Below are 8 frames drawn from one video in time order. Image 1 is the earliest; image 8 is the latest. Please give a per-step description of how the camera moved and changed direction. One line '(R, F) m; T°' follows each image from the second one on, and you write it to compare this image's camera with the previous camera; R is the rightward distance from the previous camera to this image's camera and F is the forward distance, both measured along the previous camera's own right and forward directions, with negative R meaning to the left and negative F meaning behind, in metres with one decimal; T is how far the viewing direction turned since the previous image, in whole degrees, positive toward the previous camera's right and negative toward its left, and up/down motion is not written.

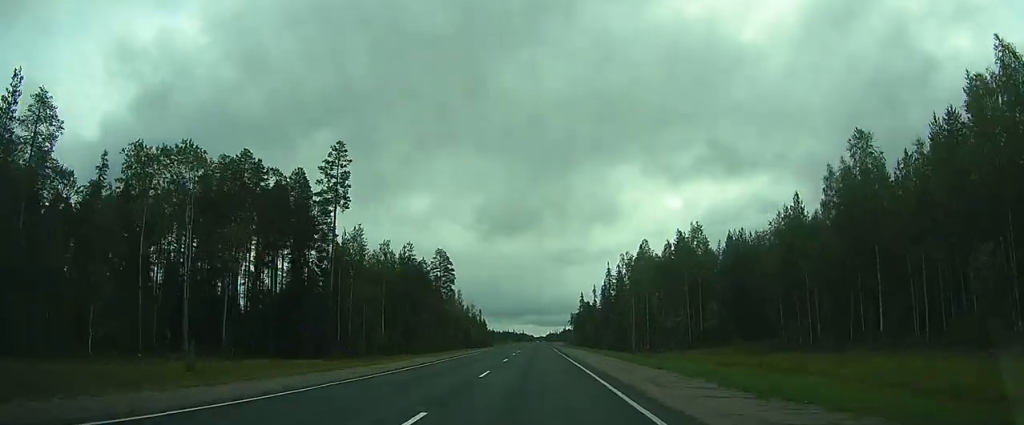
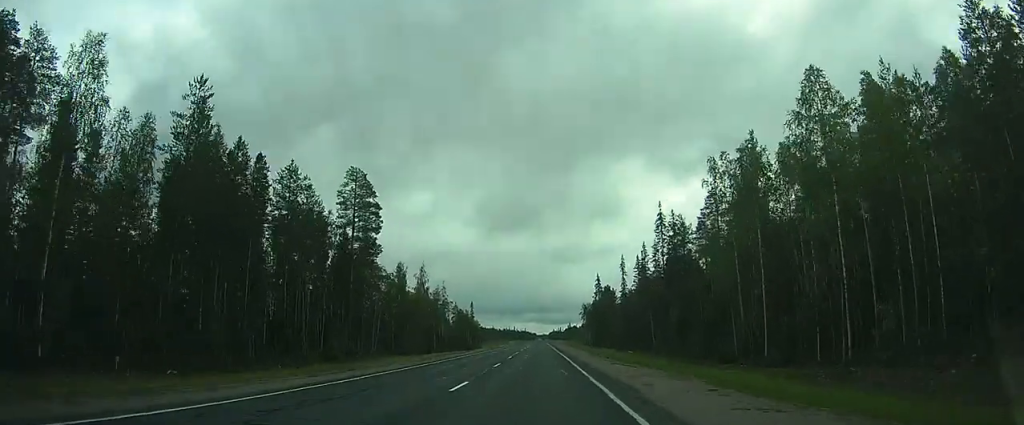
(+0.4, +52.6) m; +1°
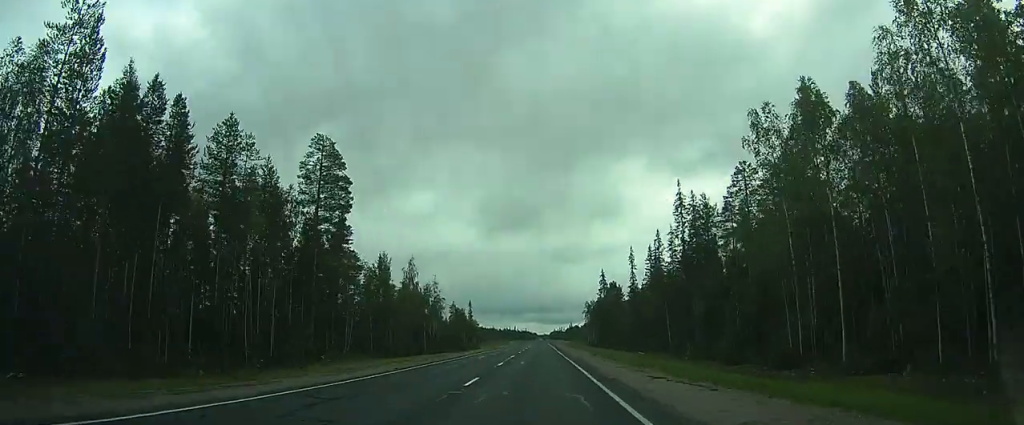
(0.0, +9.9) m; 0°
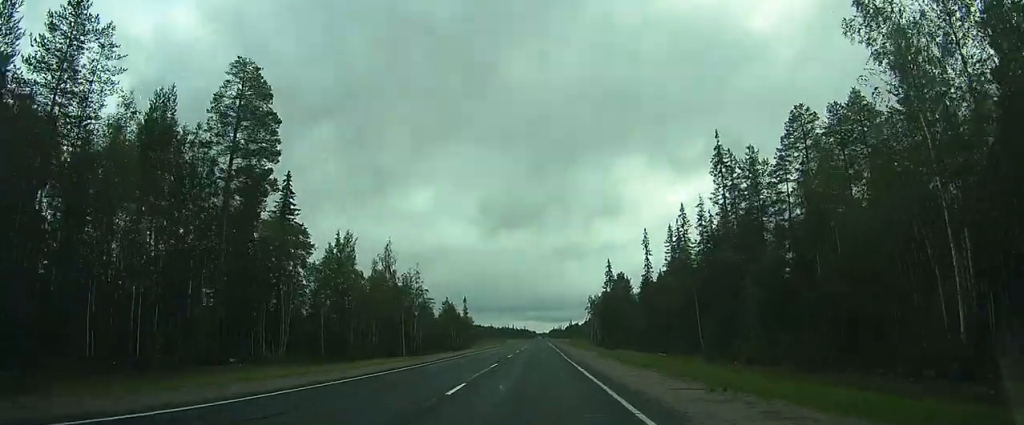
(0.0, +14.5) m; 0°
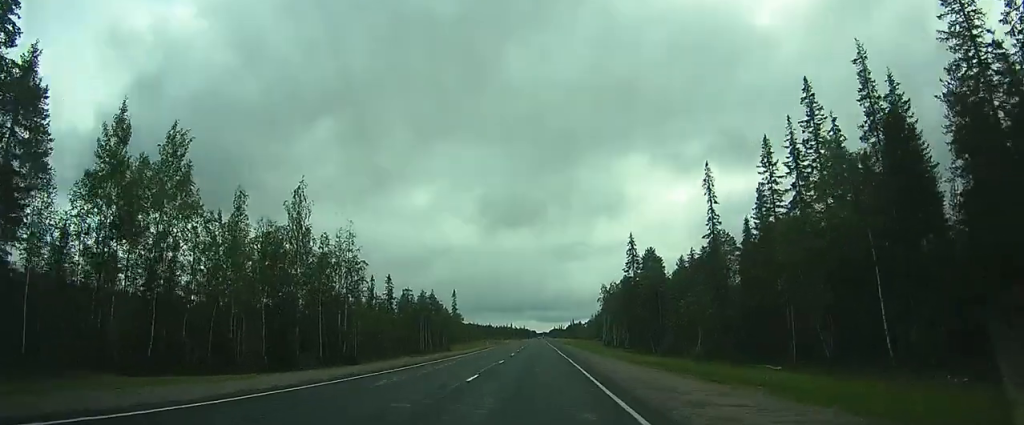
(-0.2, +32.1) m; 0°
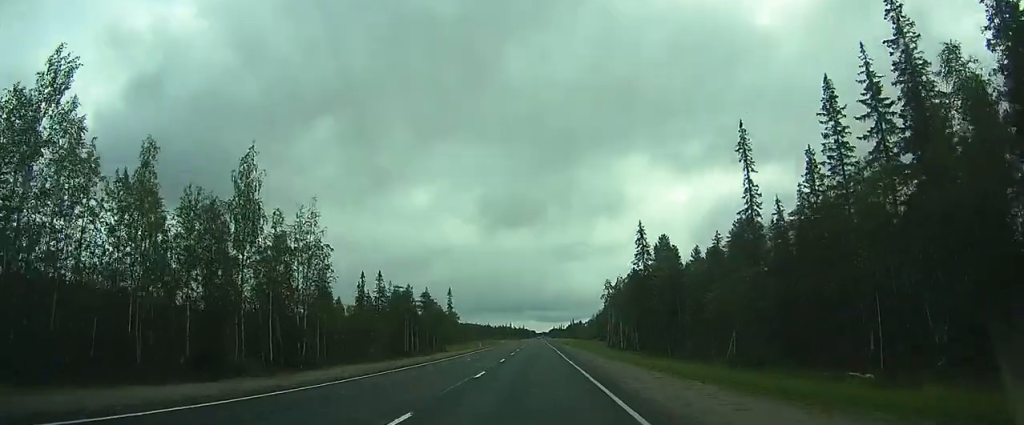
(0.0, +10.0) m; 0°
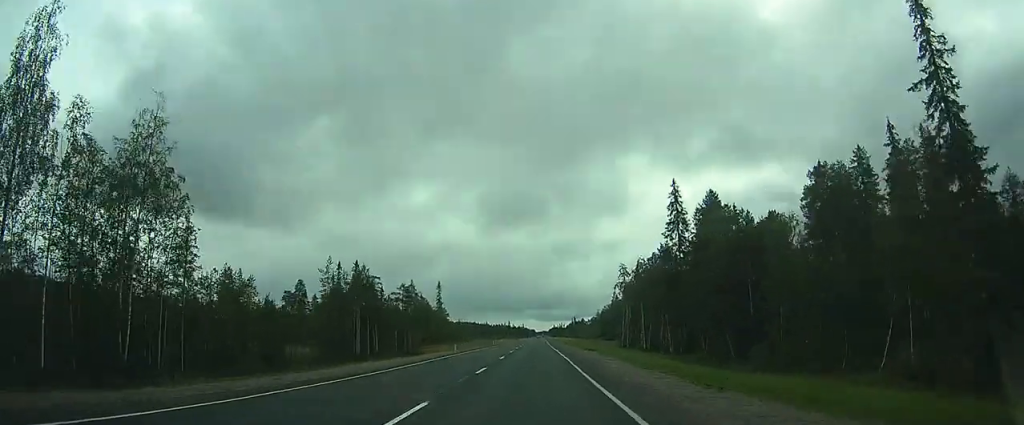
(+0.1, +22.1) m; 0°
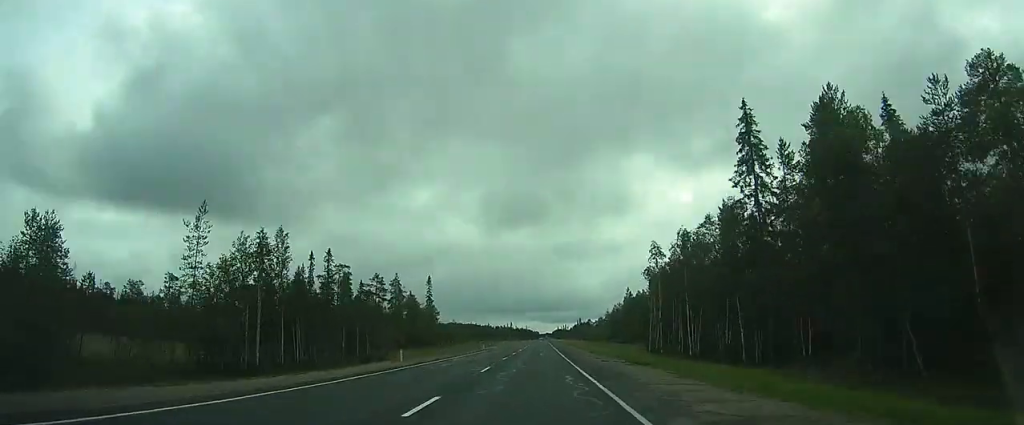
(0.0, +22.8) m; 0°
